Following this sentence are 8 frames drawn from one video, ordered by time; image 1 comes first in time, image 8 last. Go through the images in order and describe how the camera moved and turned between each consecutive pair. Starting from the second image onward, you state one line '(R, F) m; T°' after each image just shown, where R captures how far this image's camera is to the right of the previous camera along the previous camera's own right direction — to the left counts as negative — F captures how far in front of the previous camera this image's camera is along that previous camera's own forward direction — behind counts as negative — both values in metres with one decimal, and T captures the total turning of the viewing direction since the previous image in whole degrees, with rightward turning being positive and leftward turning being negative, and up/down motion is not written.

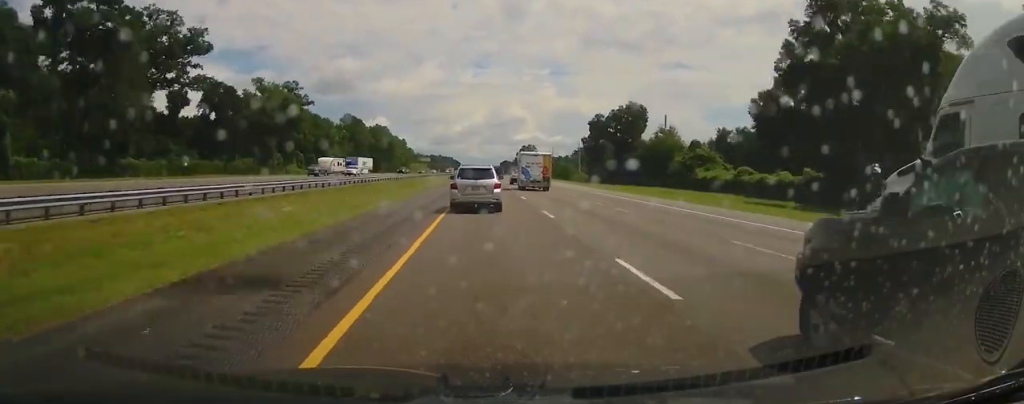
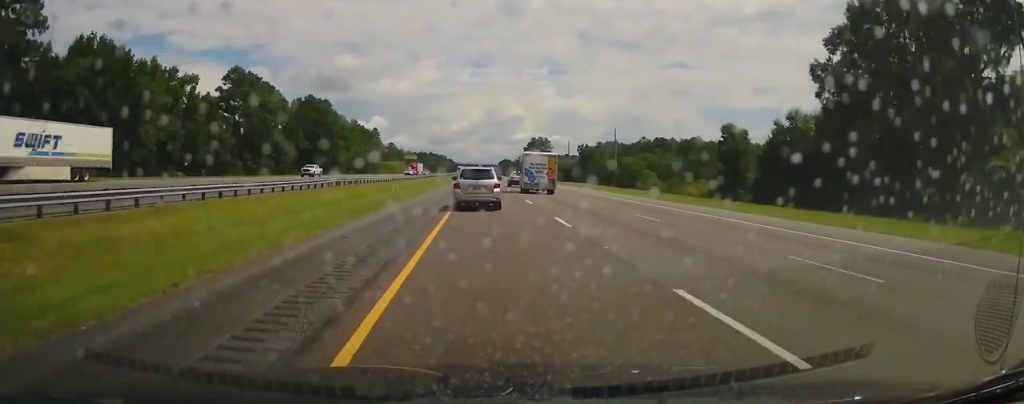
(-0.5, +111.1) m; 0°
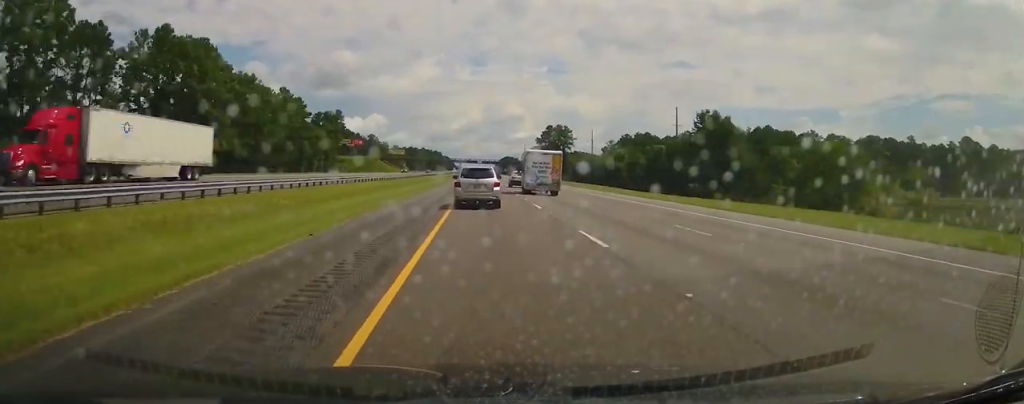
(+0.2, +89.0) m; 0°
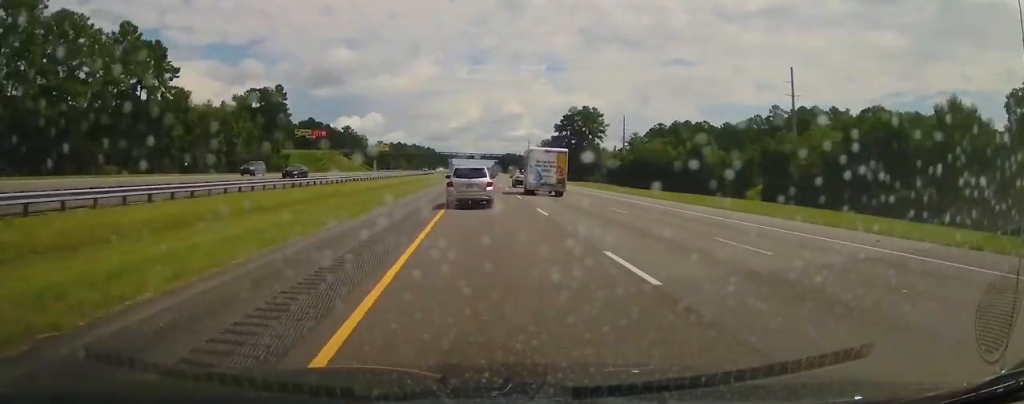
(+0.1, +75.2) m; 0°
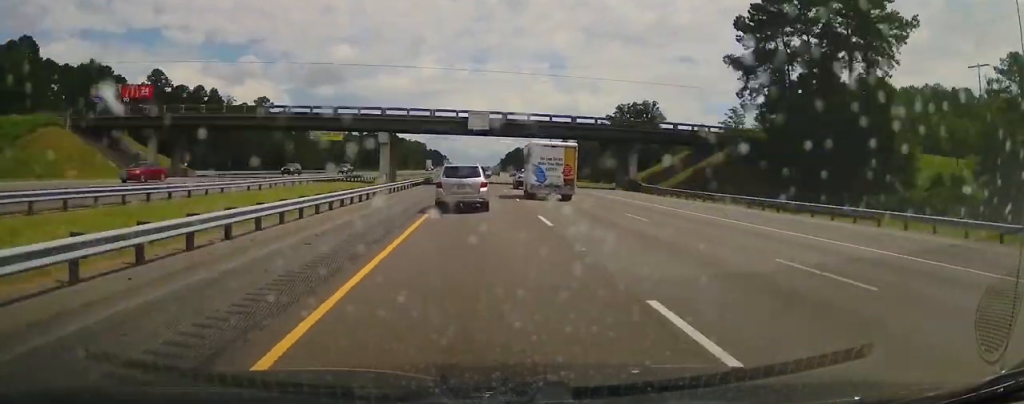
(-0.1, +146.7) m; 0°
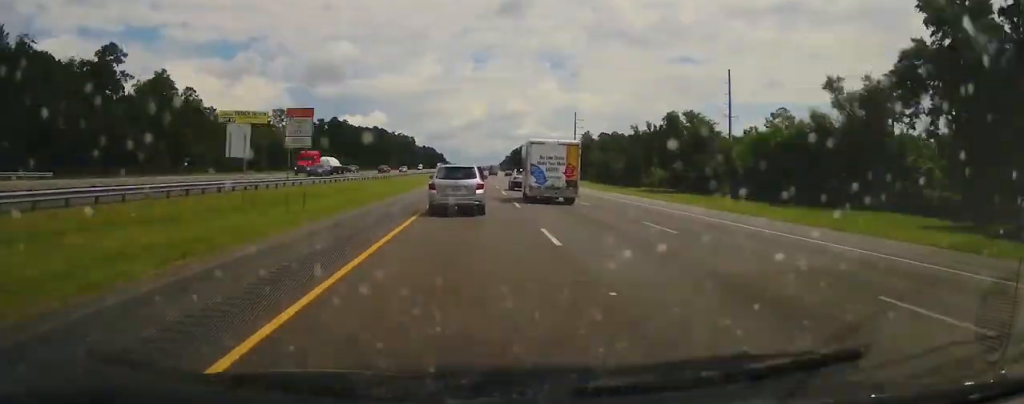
(-0.7, +99.4) m; 0°
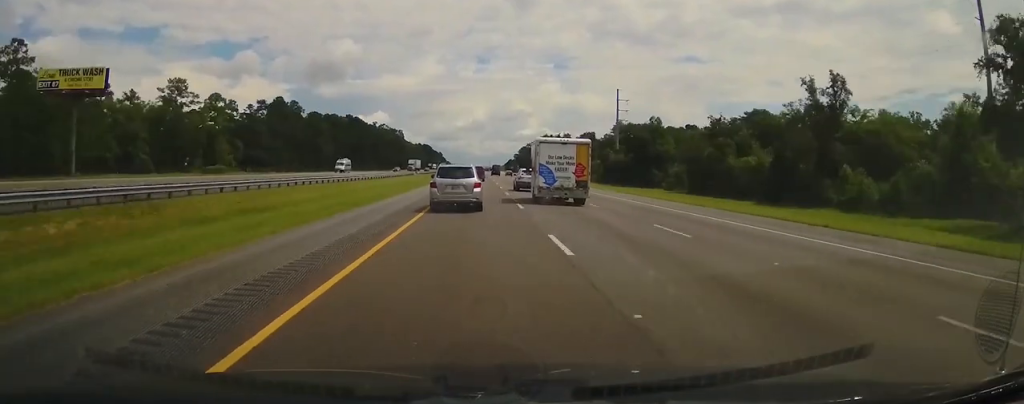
(+0.6, +85.7) m; 0°
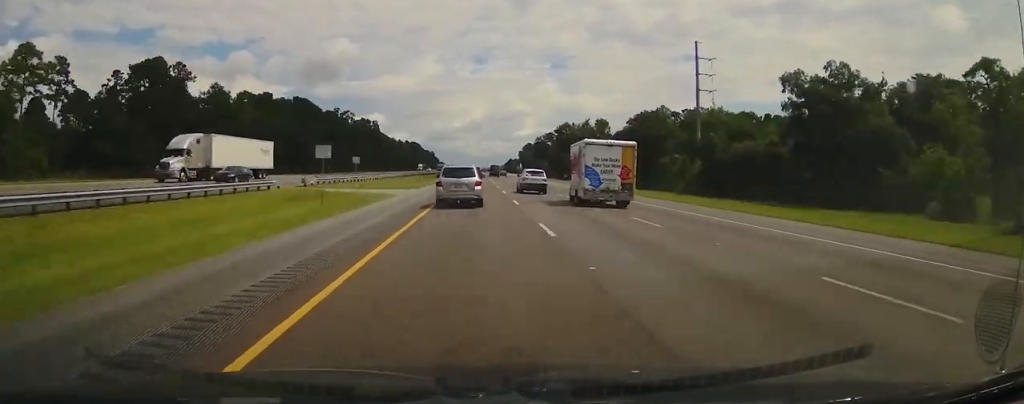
(+0.7, +81.0) m; 0°
